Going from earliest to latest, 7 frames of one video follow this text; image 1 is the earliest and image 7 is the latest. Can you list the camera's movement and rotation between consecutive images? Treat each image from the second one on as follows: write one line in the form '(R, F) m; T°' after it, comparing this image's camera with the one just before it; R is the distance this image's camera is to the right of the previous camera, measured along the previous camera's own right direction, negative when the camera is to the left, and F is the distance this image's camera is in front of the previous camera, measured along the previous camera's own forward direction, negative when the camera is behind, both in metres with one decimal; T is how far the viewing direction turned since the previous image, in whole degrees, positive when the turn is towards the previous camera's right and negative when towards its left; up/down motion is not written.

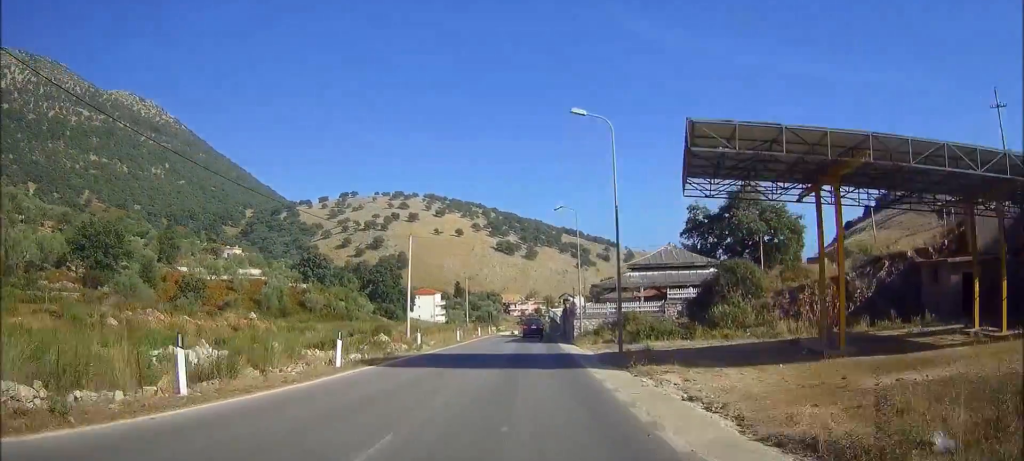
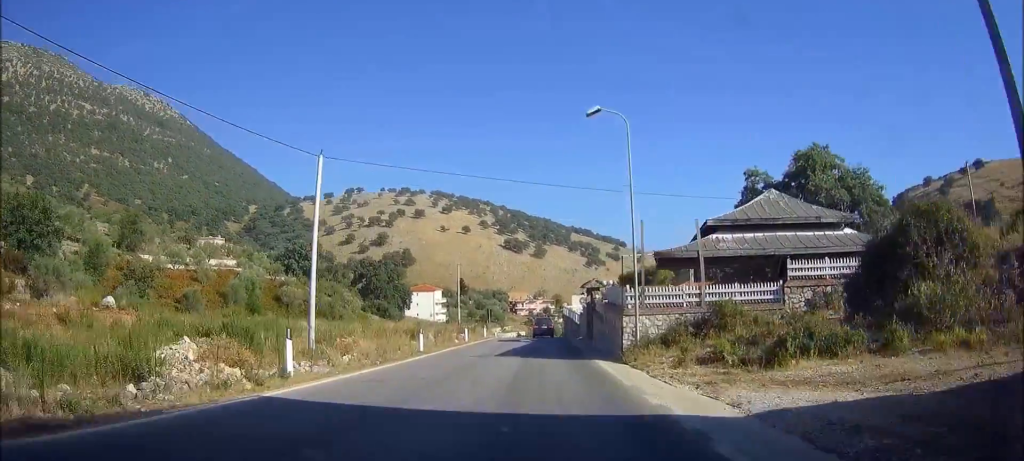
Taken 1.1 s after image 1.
(-0.1, +19.2) m; 0°
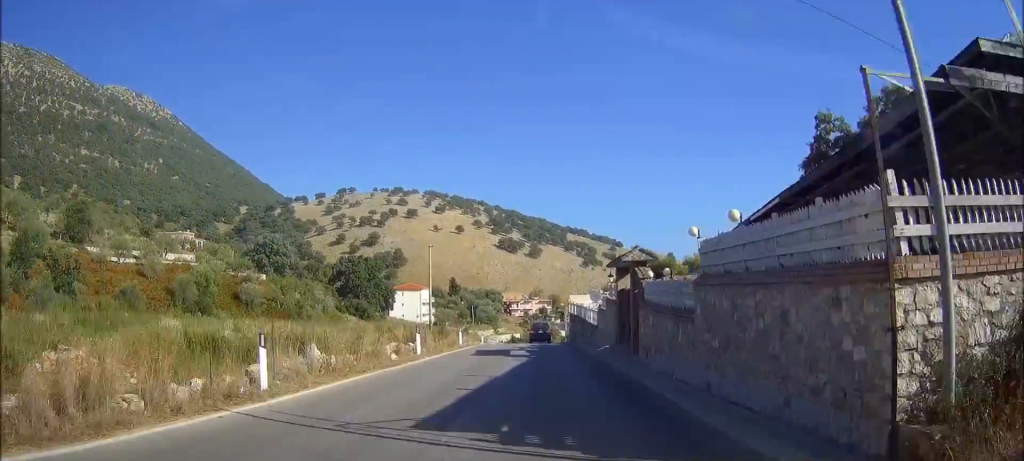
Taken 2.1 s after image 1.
(+0.1, +17.9) m; 0°
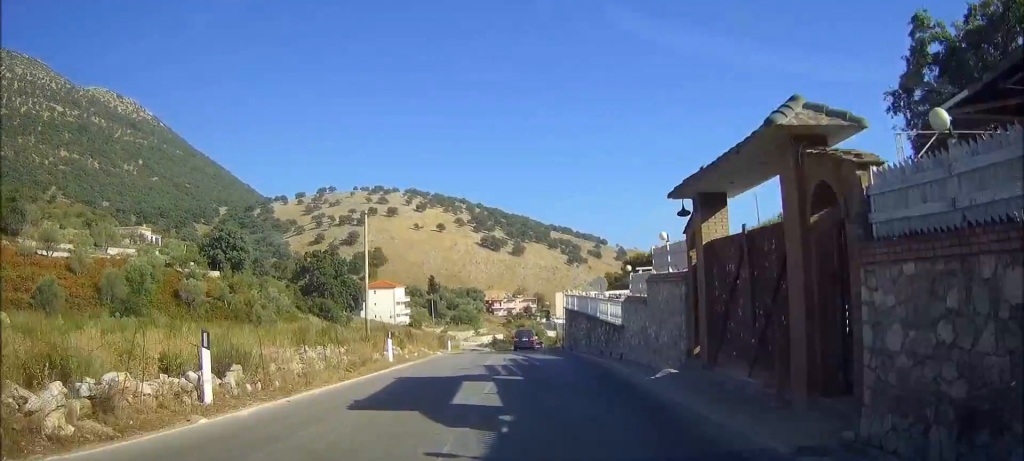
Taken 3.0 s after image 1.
(0.0, +15.6) m; 0°
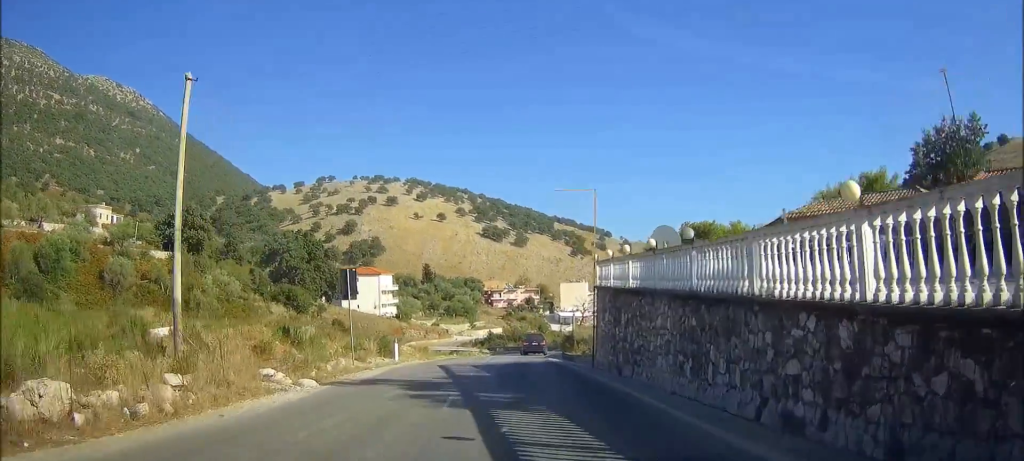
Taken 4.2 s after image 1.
(+0.1, +21.0) m; +1°
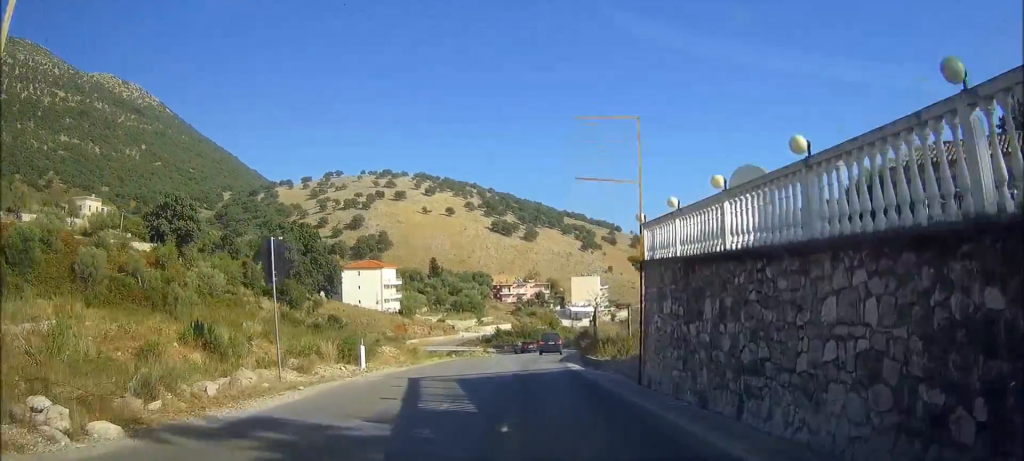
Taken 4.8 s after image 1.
(0.0, +8.2) m; 0°
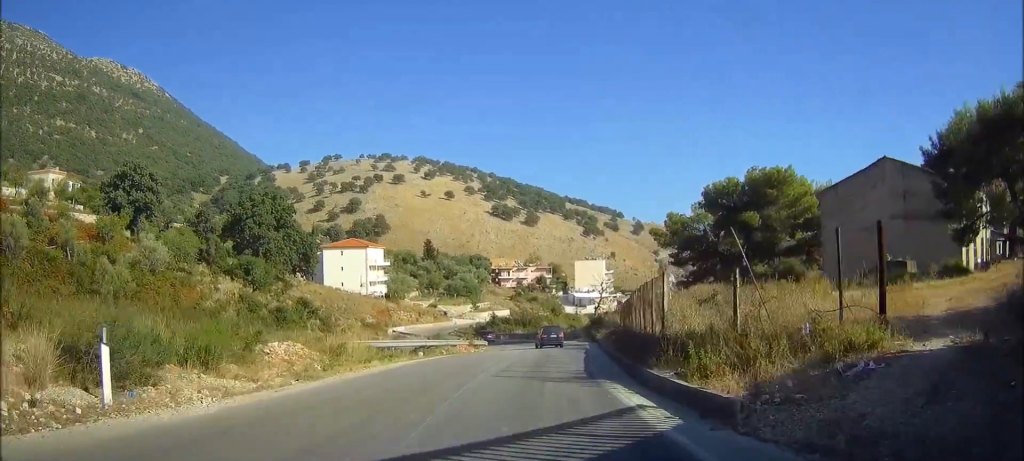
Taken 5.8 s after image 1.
(0.0, +15.1) m; +1°
